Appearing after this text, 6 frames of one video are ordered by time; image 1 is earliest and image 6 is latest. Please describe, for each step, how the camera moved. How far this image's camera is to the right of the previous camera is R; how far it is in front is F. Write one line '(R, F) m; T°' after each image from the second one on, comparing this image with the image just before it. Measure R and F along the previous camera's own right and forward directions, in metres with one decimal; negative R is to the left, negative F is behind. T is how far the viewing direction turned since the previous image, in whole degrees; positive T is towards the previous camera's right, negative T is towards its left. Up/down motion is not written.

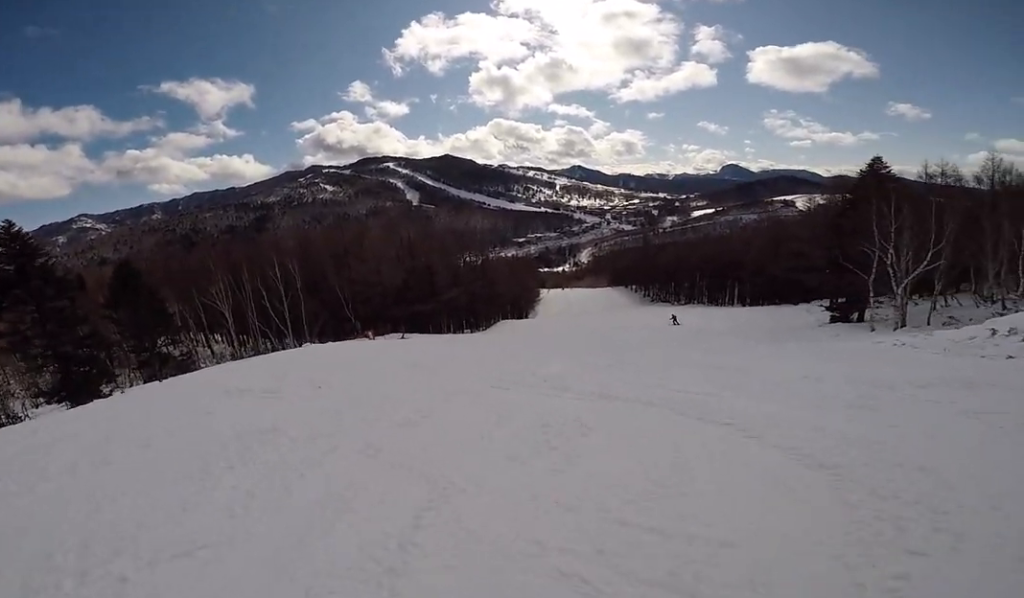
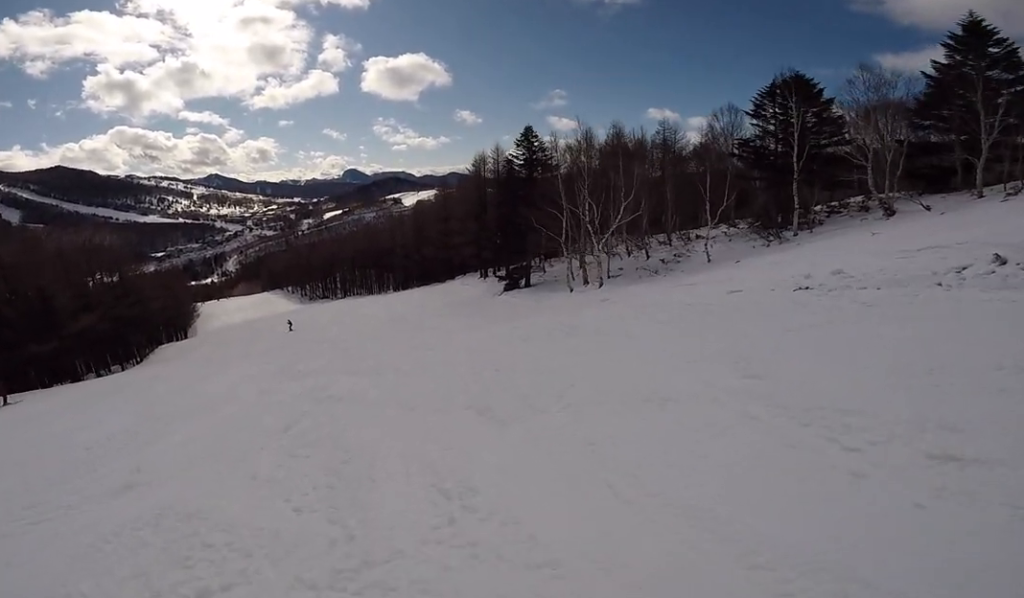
(+4.1, +9.2) m; +61°
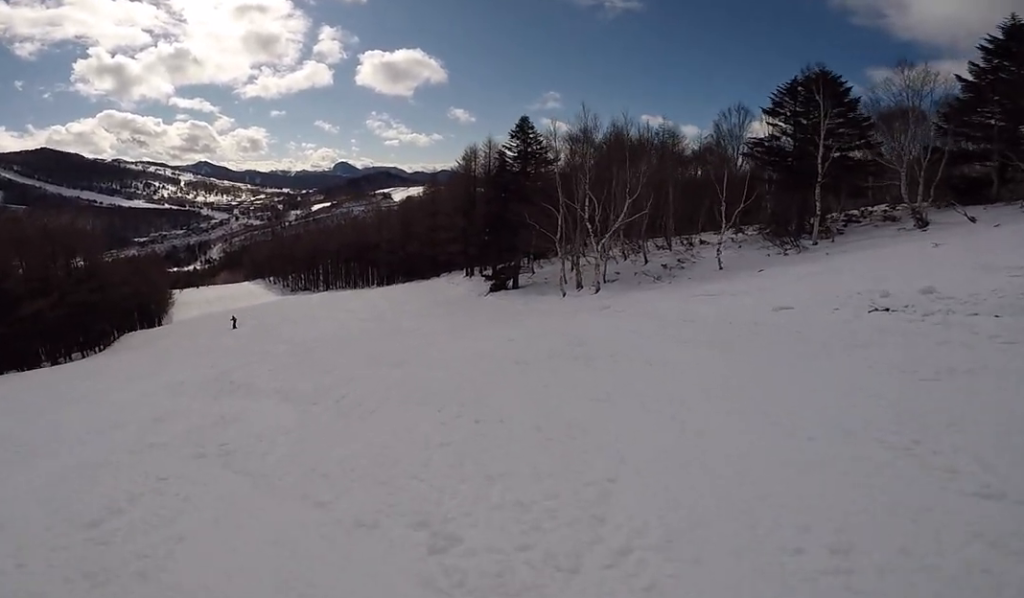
(+0.7, +3.1) m; +16°
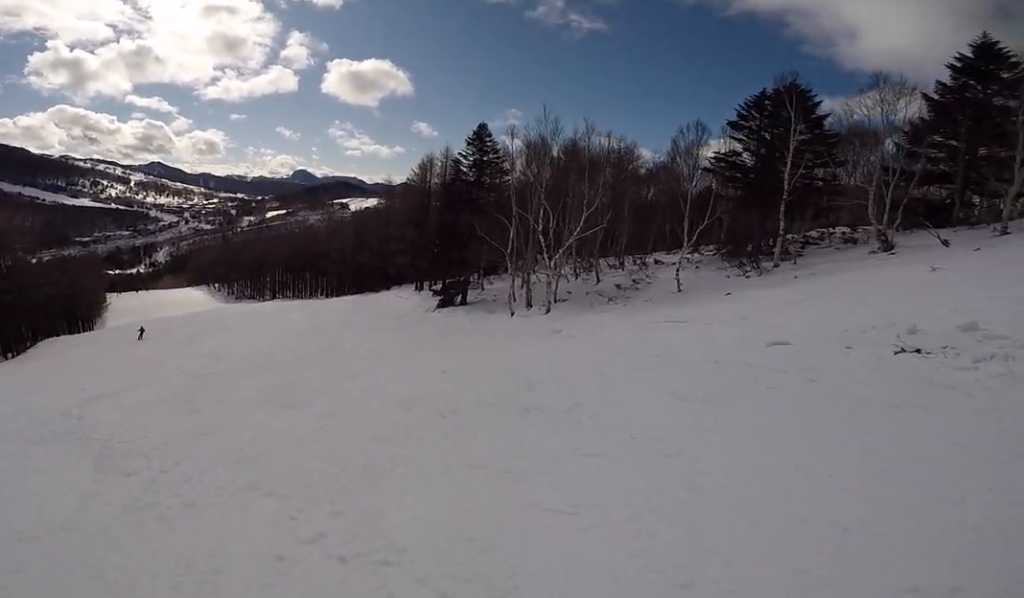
(+0.4, +2.8) m; -1°
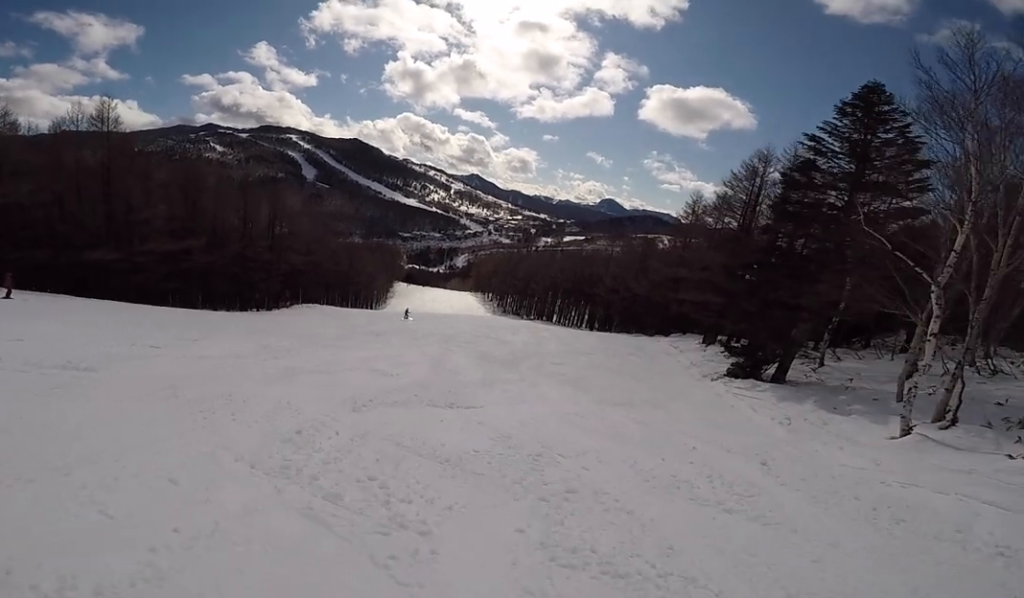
(-5.0, +9.7) m; -48°
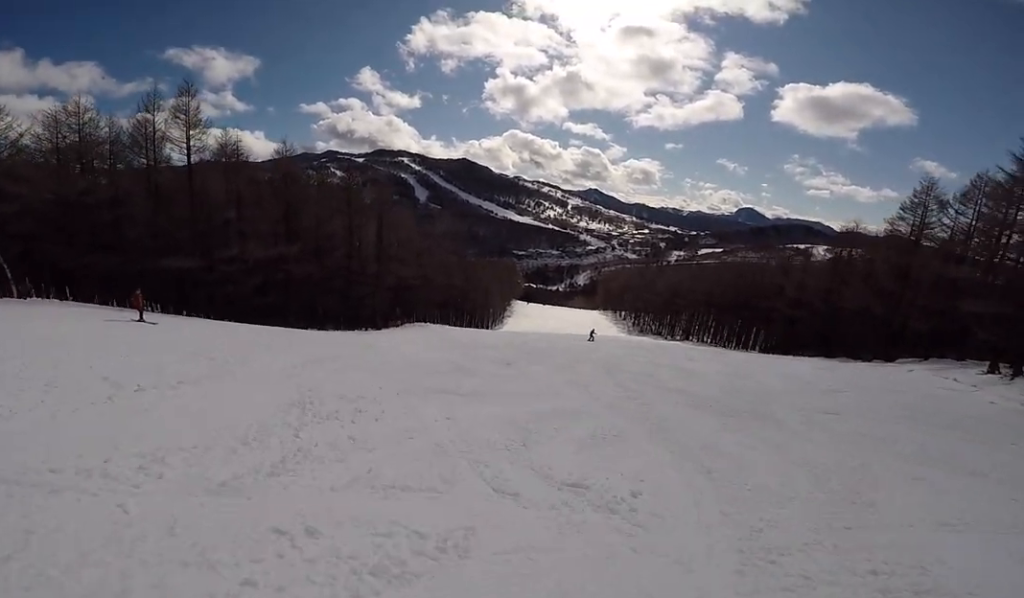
(-1.3, +8.1) m; -17°
